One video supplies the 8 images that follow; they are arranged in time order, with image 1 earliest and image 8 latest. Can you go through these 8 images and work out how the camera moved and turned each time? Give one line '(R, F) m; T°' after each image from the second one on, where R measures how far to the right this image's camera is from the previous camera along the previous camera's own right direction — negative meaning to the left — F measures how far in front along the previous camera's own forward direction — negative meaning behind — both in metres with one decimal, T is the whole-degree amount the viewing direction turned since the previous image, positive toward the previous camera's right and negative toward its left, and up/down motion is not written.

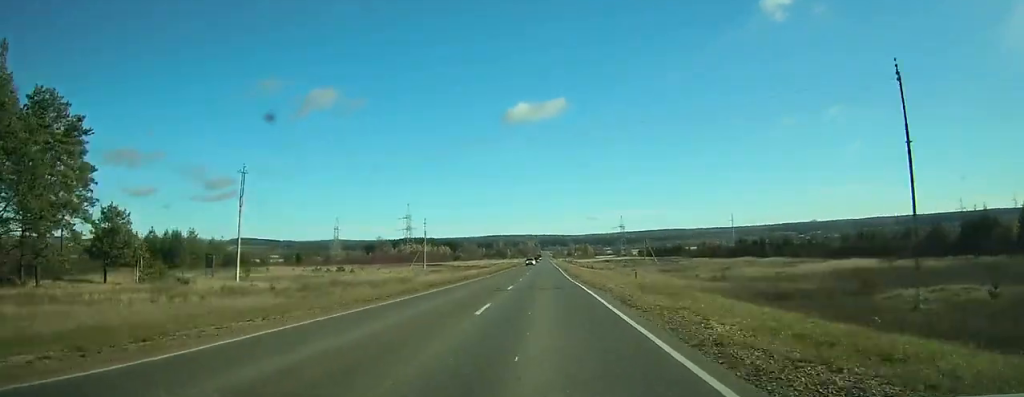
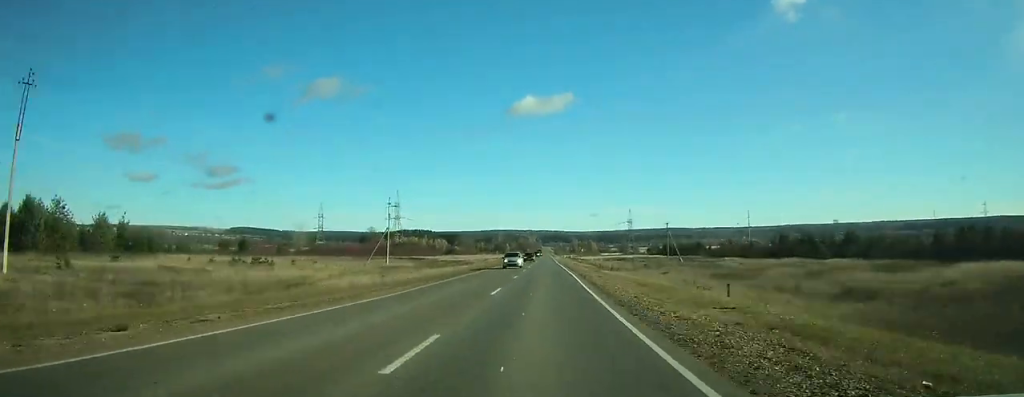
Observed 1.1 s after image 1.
(+0.1, +32.8) m; 0°
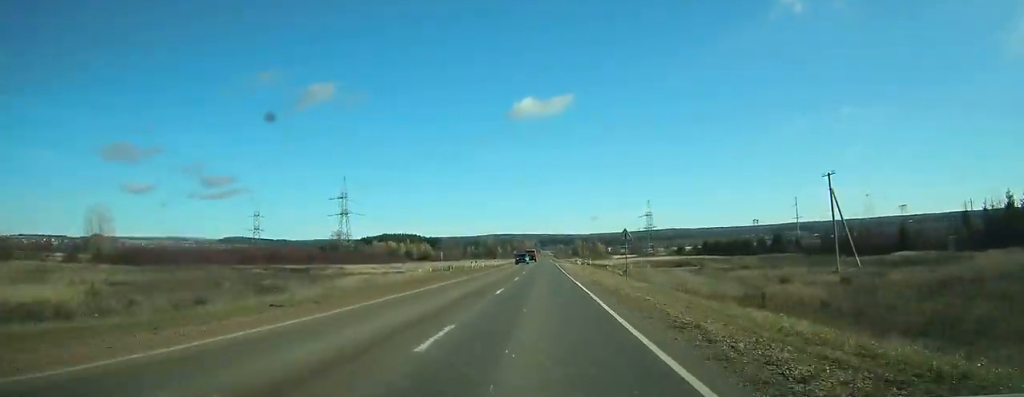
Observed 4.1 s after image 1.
(+0.3, +84.6) m; 0°
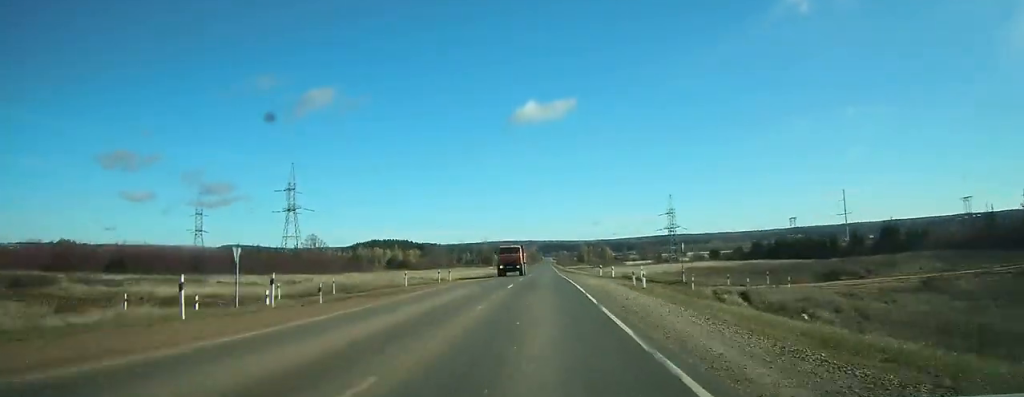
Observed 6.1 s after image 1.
(0.0, +52.7) m; 0°
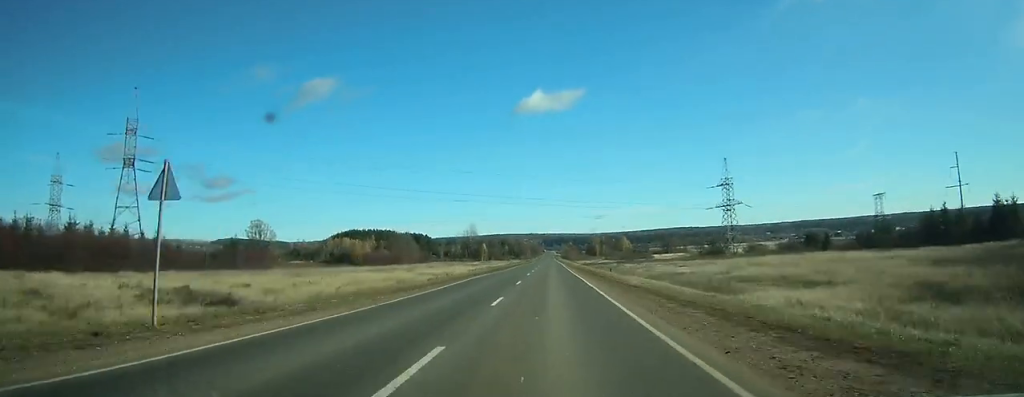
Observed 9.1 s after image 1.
(-0.4, +80.0) m; 0°
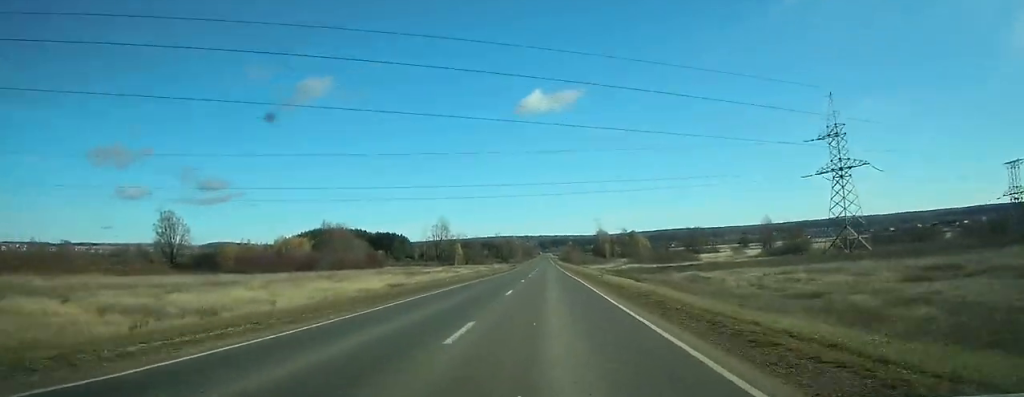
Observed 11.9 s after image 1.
(+0.5, +71.9) m; +1°
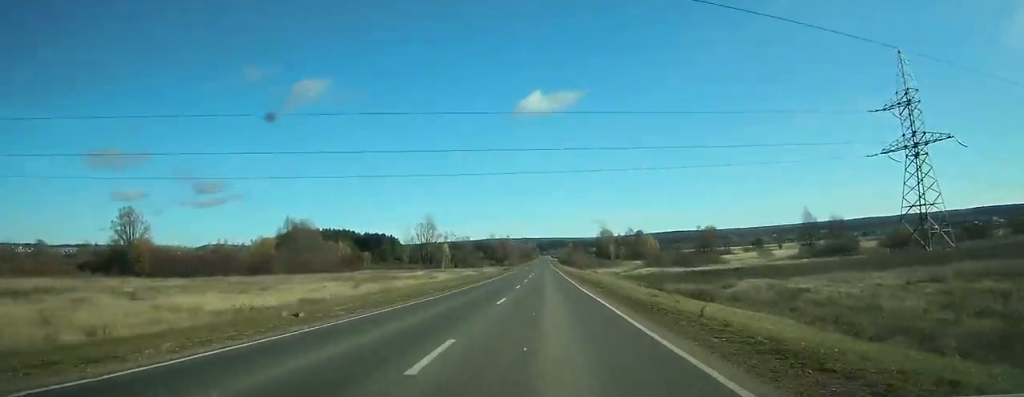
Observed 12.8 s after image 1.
(0.0, +22.6) m; 0°
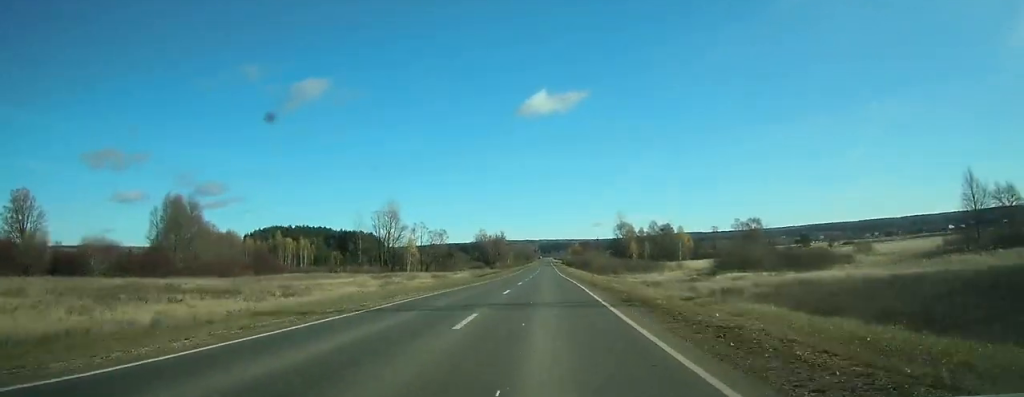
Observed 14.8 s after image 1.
(-0.1, +47.1) m; 0°
